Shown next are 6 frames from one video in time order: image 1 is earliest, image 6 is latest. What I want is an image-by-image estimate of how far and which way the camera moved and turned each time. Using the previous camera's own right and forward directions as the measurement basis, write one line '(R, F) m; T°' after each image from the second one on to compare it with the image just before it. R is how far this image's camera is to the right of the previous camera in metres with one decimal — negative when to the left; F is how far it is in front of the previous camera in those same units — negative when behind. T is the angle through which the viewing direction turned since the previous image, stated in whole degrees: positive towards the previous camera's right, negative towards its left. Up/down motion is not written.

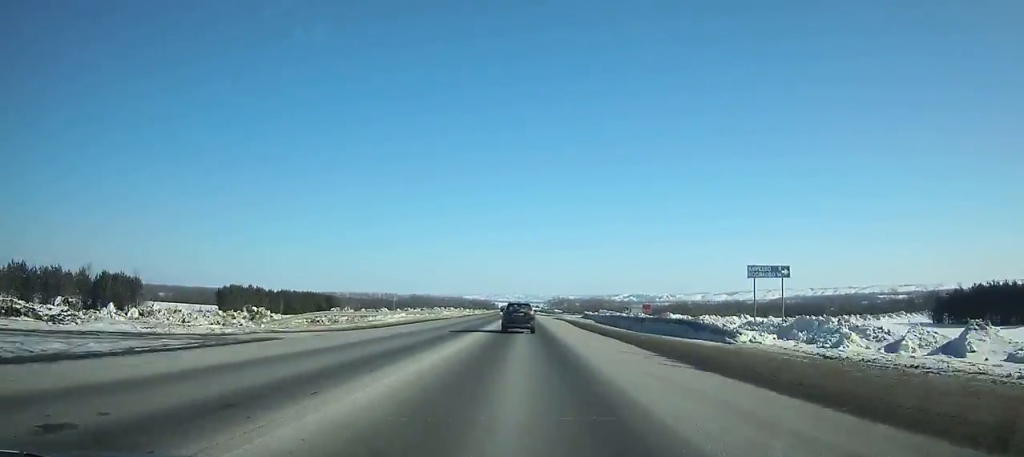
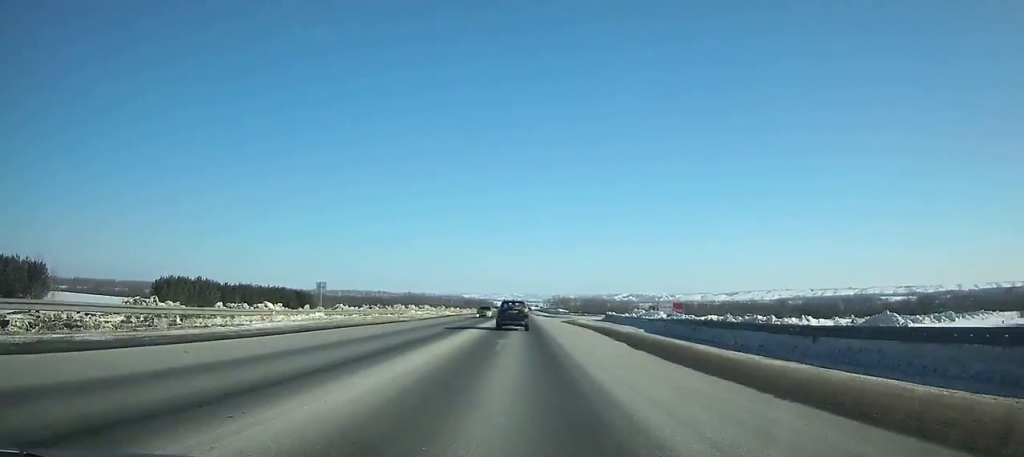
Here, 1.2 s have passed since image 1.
(+0.2, +27.1) m; 0°
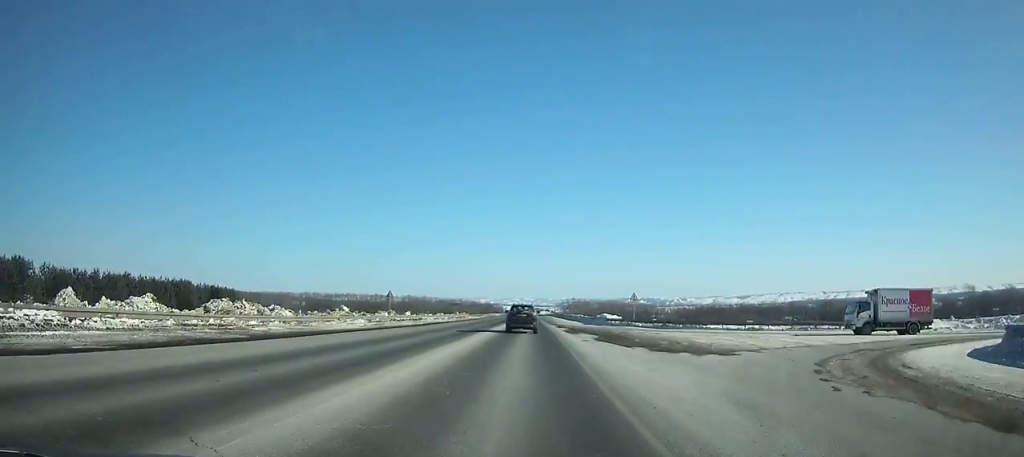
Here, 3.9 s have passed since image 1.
(-0.4, +61.3) m; 0°
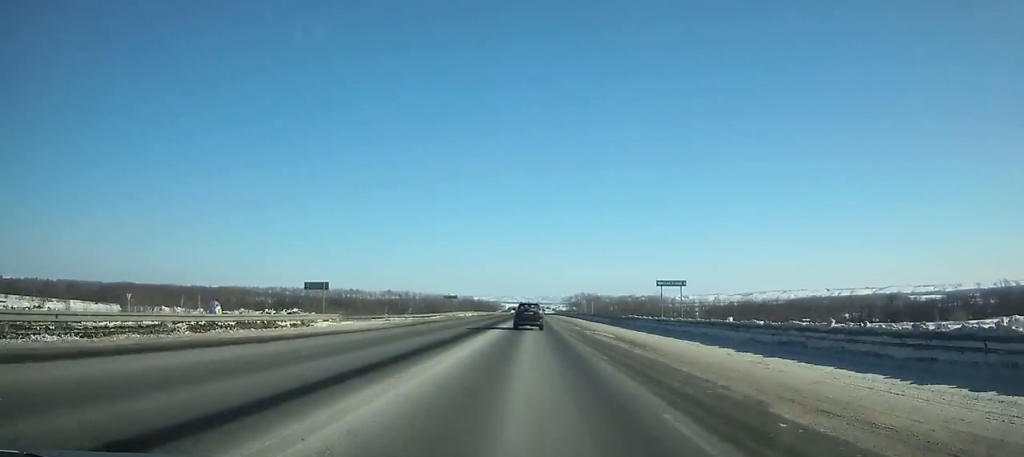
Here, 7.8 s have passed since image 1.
(-0.1, +89.8) m; 0°
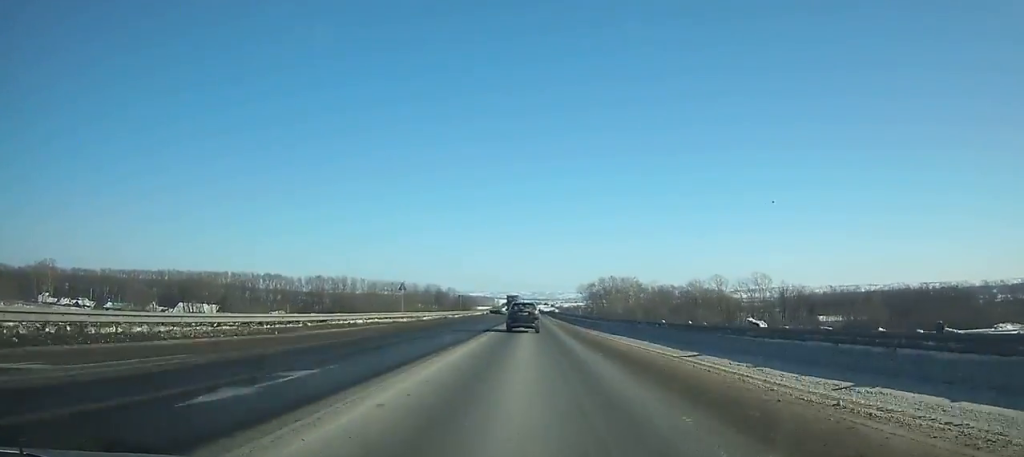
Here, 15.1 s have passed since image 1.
(0.0, +173.7) m; 0°
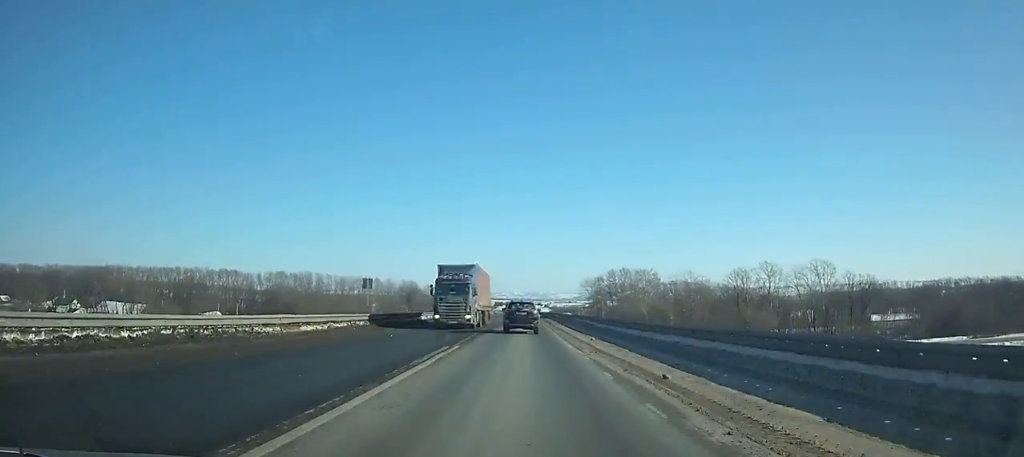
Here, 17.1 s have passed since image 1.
(-0.1, +48.1) m; 0°
